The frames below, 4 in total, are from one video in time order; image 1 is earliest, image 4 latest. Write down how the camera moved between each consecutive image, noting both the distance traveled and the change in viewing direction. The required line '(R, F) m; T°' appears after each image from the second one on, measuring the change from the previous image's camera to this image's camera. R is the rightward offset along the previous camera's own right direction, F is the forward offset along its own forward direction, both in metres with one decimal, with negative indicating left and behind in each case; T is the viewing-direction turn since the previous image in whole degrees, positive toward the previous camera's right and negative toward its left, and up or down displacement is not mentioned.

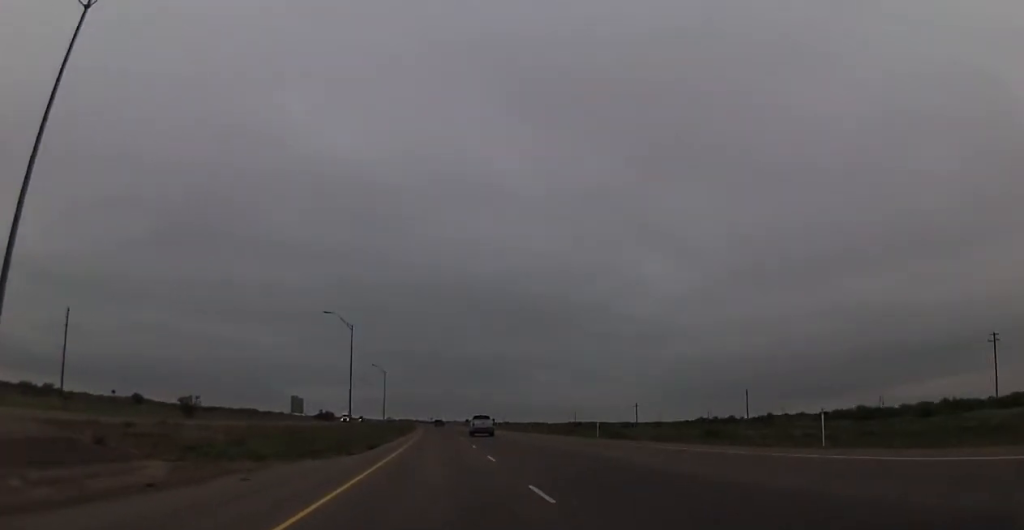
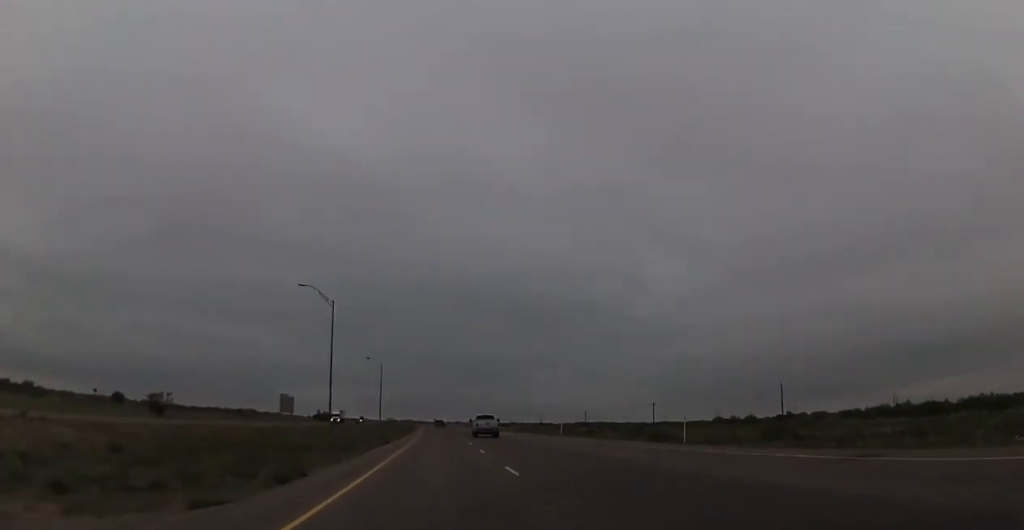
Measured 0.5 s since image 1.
(+0.1, +18.3) m; 0°
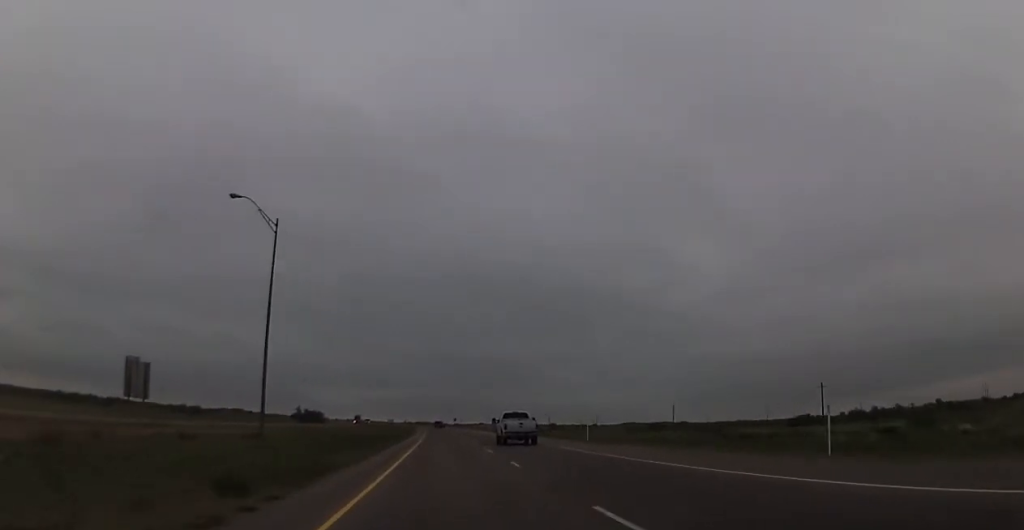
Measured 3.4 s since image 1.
(-2.6, +107.2) m; -2°
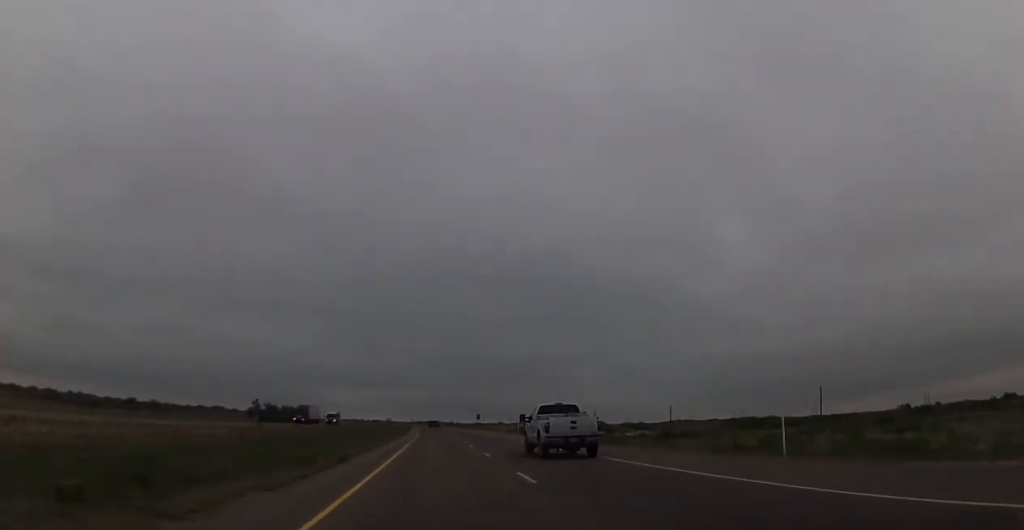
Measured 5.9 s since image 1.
(-1.4, +89.6) m; -2°
